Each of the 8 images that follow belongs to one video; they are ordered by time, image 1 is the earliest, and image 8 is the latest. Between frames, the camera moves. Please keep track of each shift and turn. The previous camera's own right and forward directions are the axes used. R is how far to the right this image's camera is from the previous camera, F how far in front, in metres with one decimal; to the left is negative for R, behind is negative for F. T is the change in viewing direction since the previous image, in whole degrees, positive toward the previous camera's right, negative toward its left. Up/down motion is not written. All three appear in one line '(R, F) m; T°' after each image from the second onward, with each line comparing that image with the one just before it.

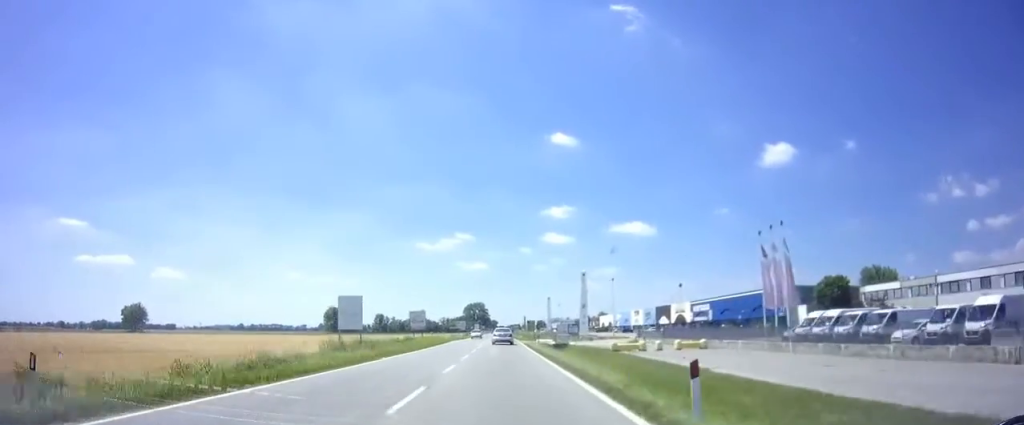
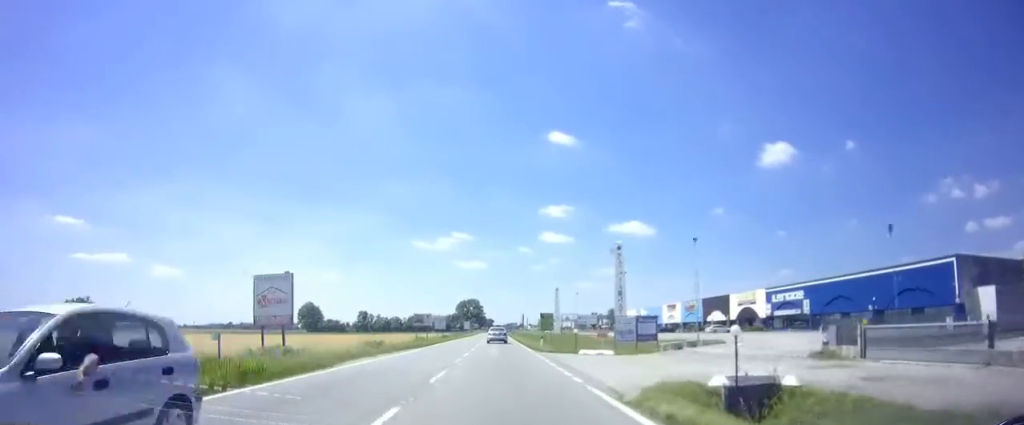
(+0.4, +40.0) m; +1°
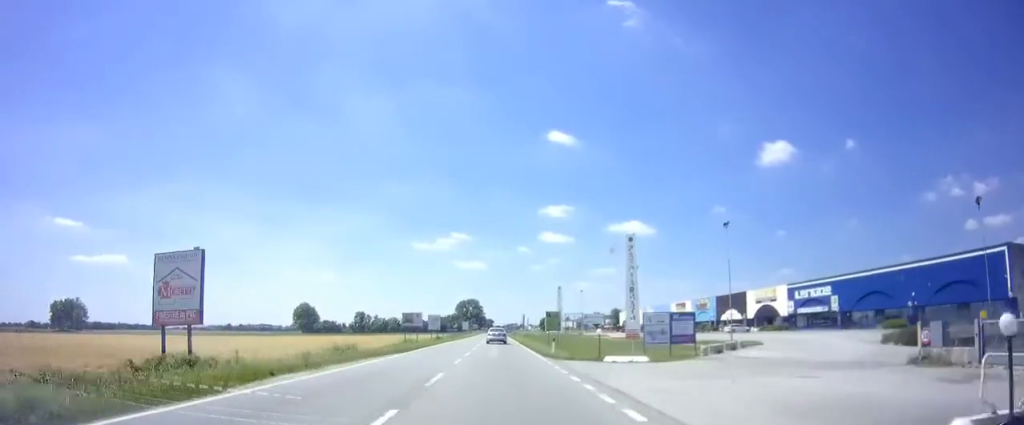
(+0.1, +7.6) m; -1°
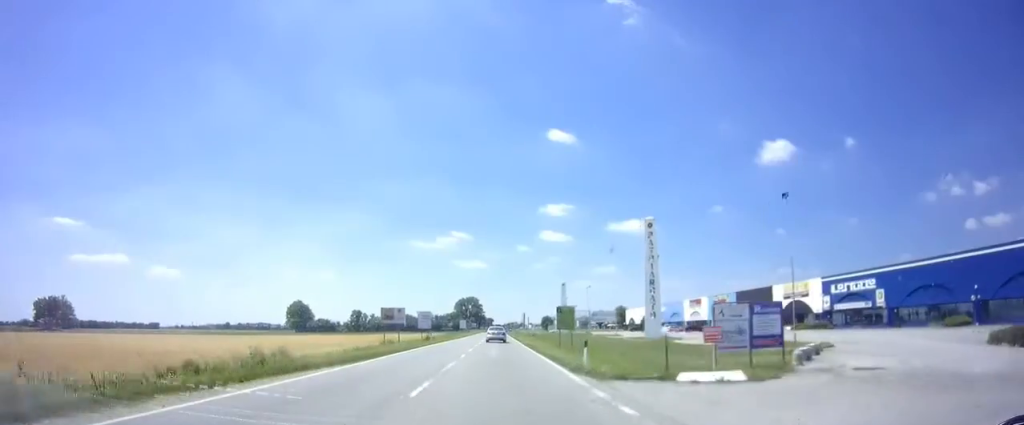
(-0.1, +10.7) m; 0°
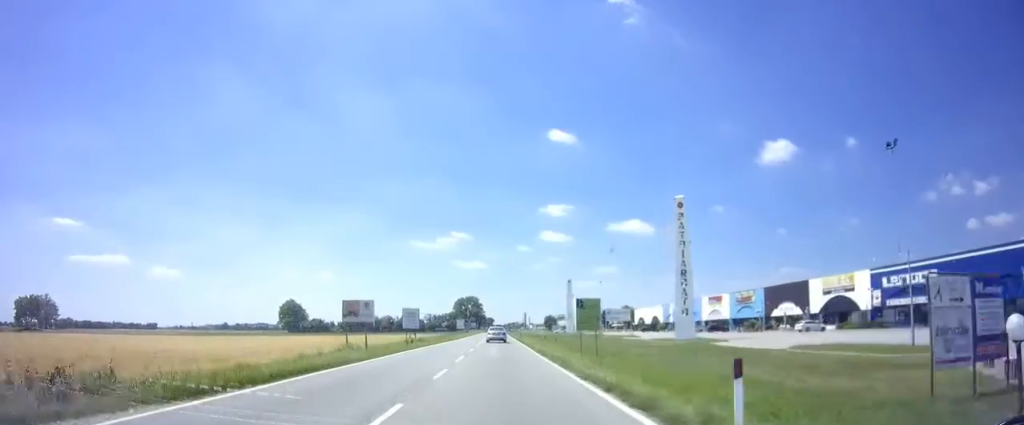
(-0.2, +11.4) m; 0°
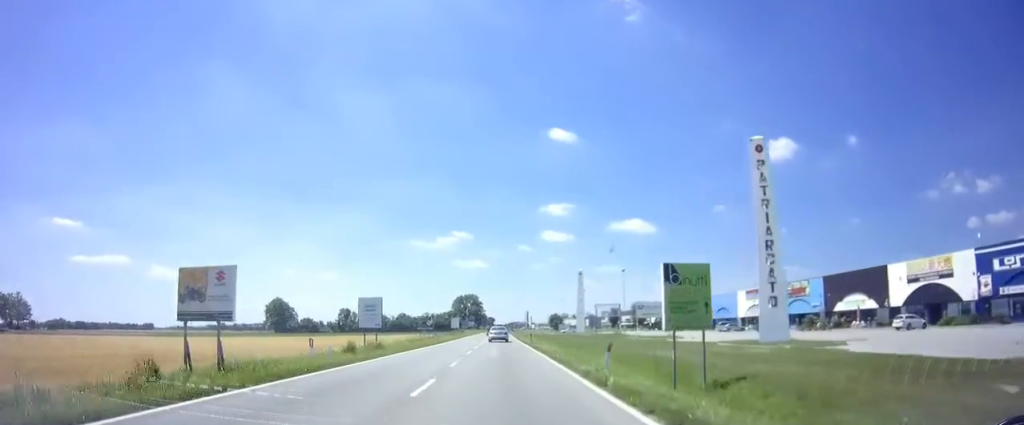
(+0.4, +18.3) m; +1°
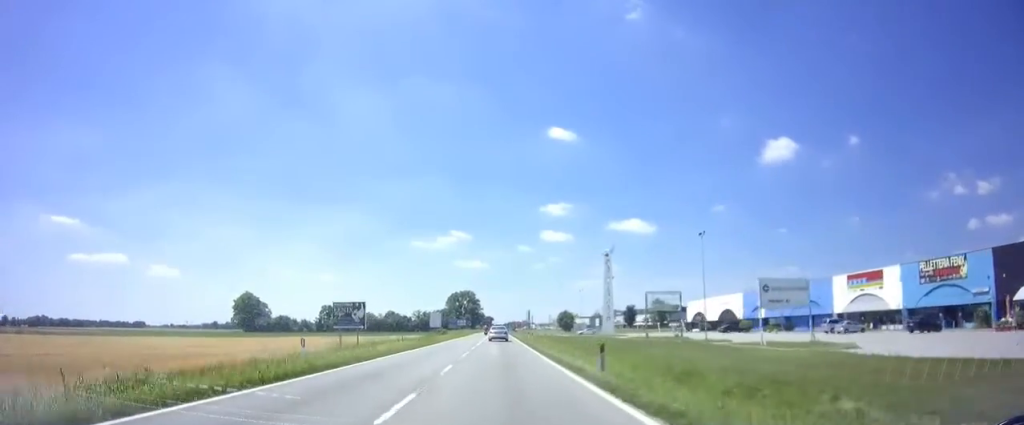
(-0.6, +33.0) m; -1°
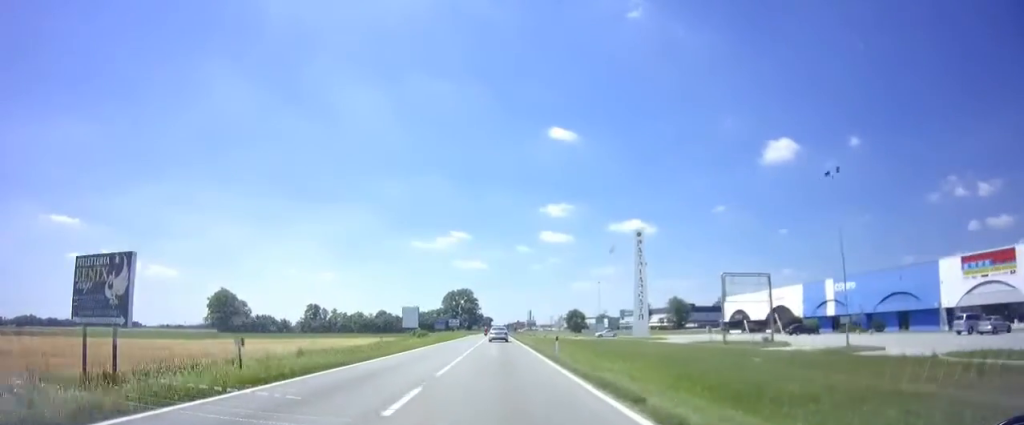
(+0.2, +21.8) m; +1°
